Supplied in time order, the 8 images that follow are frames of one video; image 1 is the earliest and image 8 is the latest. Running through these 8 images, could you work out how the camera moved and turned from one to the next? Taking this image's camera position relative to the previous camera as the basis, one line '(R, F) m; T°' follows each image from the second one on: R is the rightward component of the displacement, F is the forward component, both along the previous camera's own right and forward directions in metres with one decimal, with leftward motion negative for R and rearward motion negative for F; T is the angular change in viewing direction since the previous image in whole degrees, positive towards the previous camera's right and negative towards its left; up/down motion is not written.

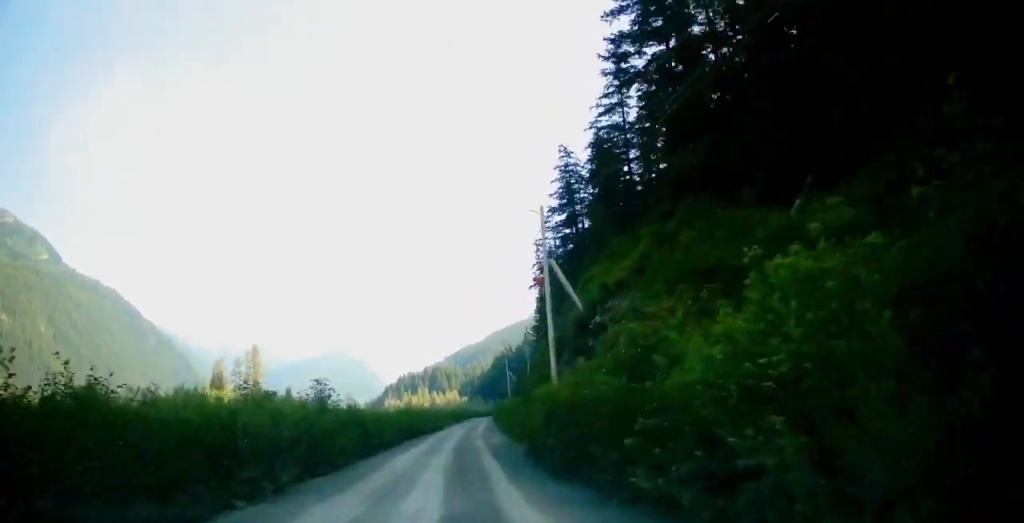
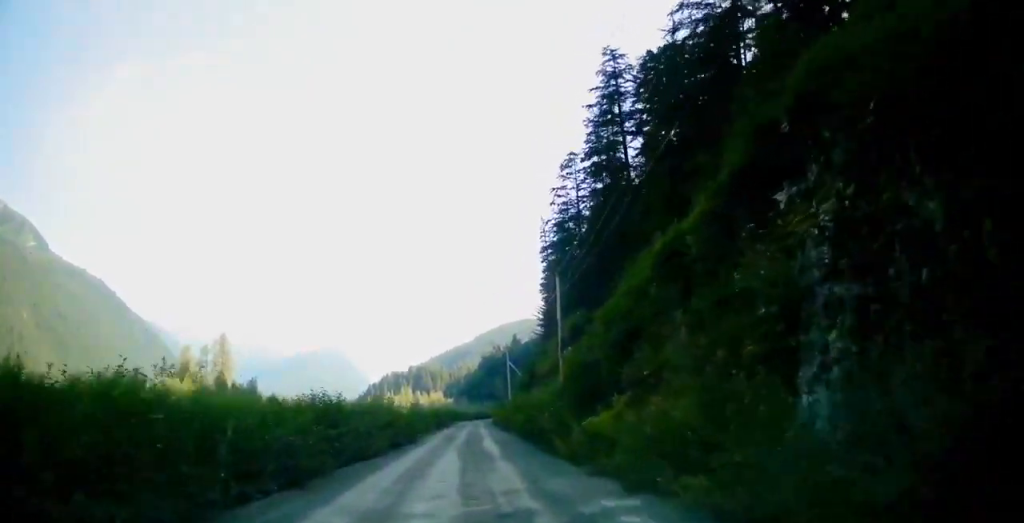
(+0.3, +33.1) m; +1°
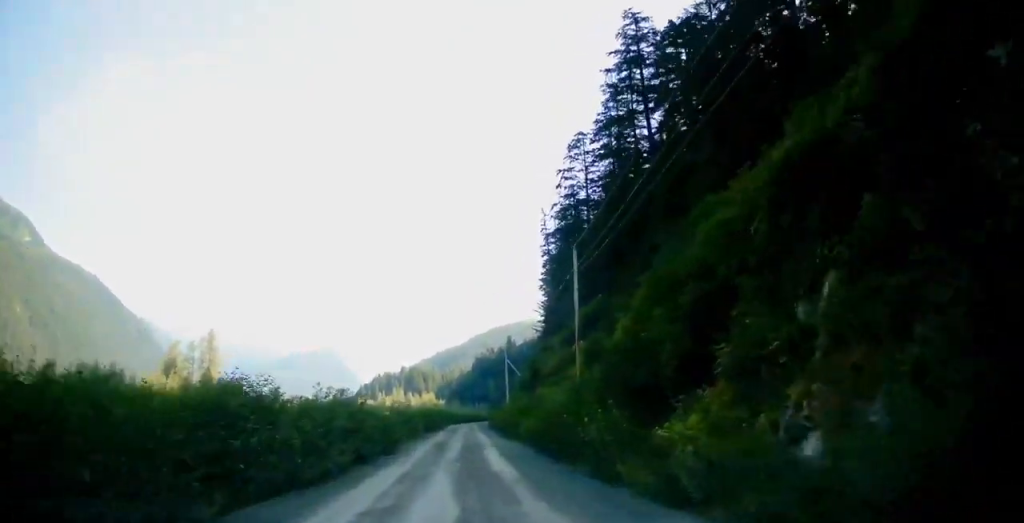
(-0.2, +9.5) m; +1°
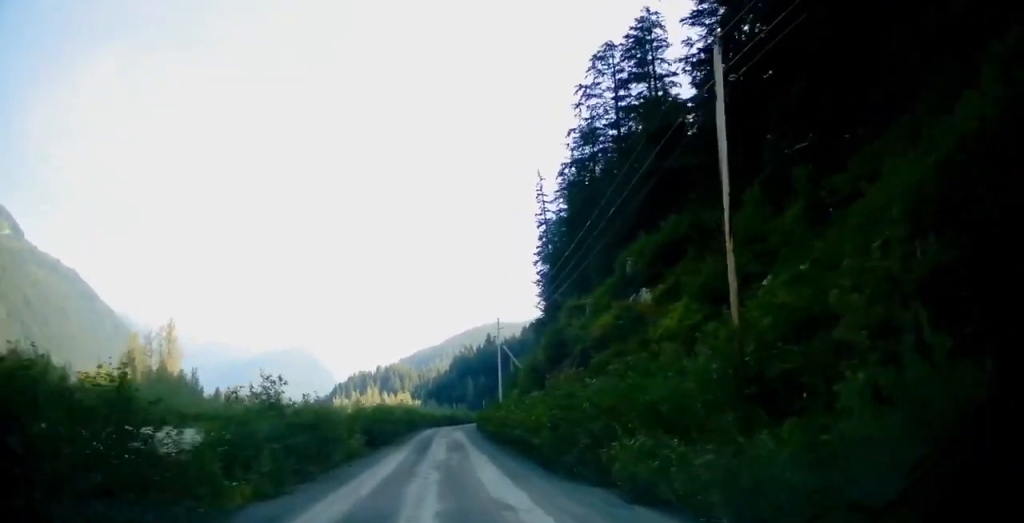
(+0.7, +26.5) m; +2°
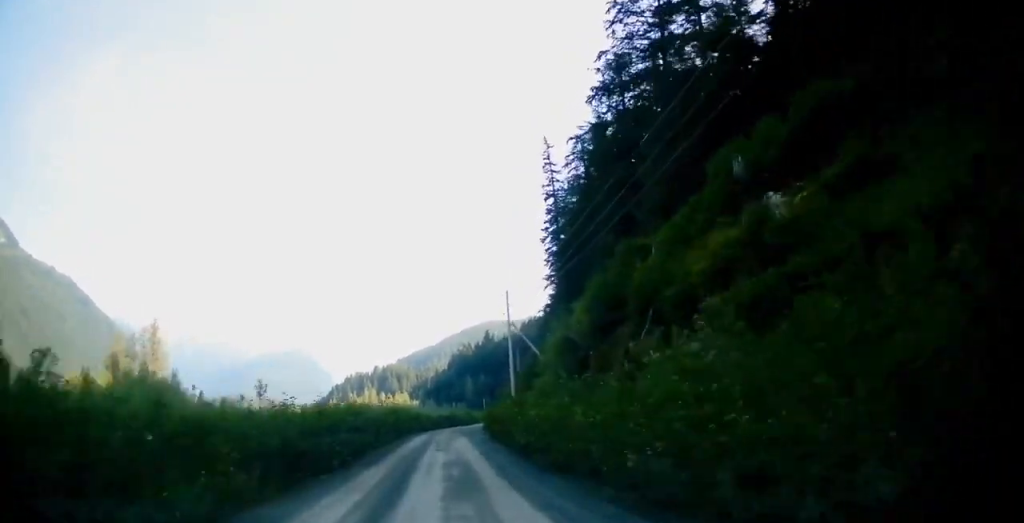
(-0.1, +15.7) m; +1°
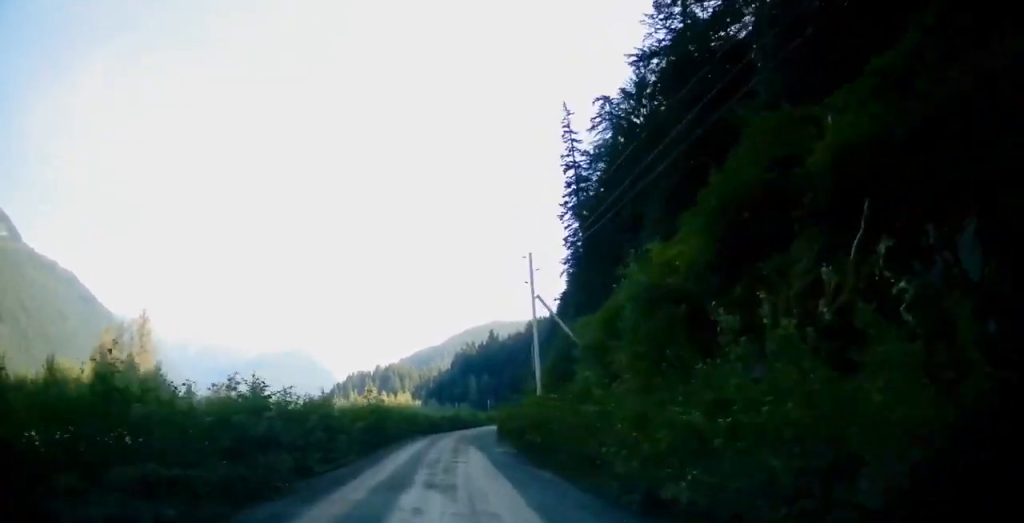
(+0.2, +15.1) m; +1°
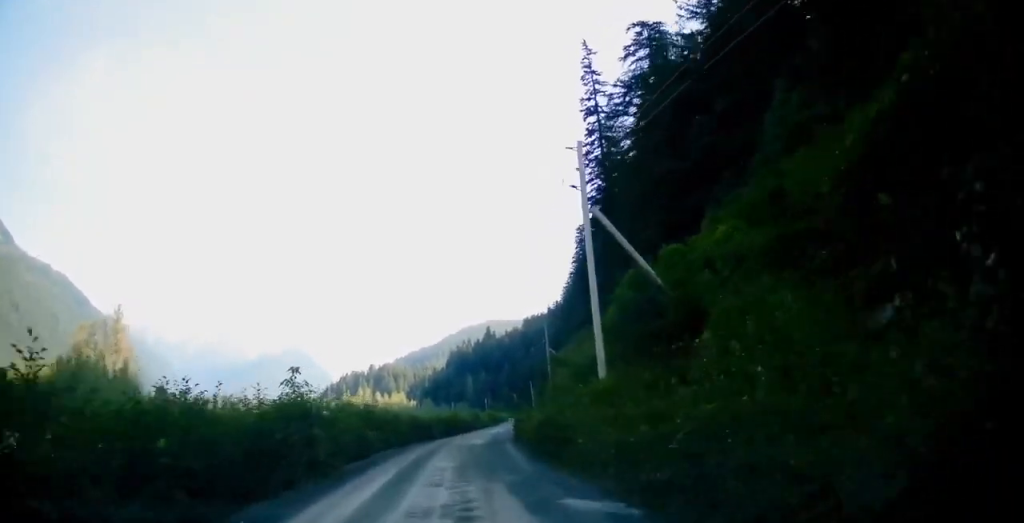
(+0.1, +19.5) m; 0°
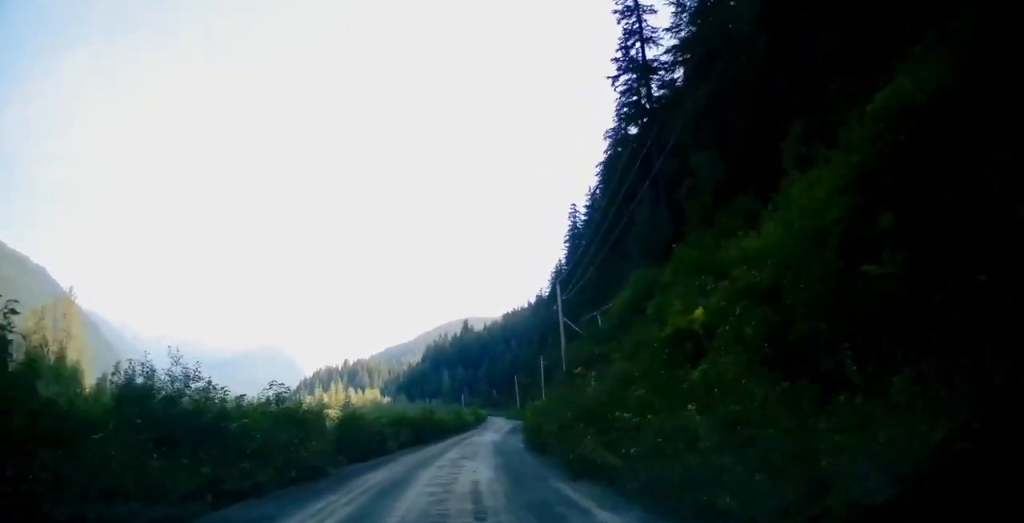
(0.0, +23.8) m; +1°
